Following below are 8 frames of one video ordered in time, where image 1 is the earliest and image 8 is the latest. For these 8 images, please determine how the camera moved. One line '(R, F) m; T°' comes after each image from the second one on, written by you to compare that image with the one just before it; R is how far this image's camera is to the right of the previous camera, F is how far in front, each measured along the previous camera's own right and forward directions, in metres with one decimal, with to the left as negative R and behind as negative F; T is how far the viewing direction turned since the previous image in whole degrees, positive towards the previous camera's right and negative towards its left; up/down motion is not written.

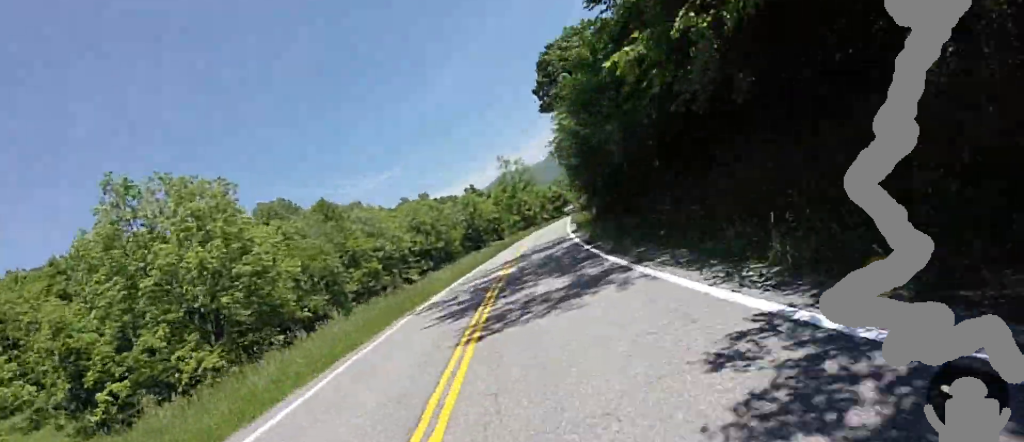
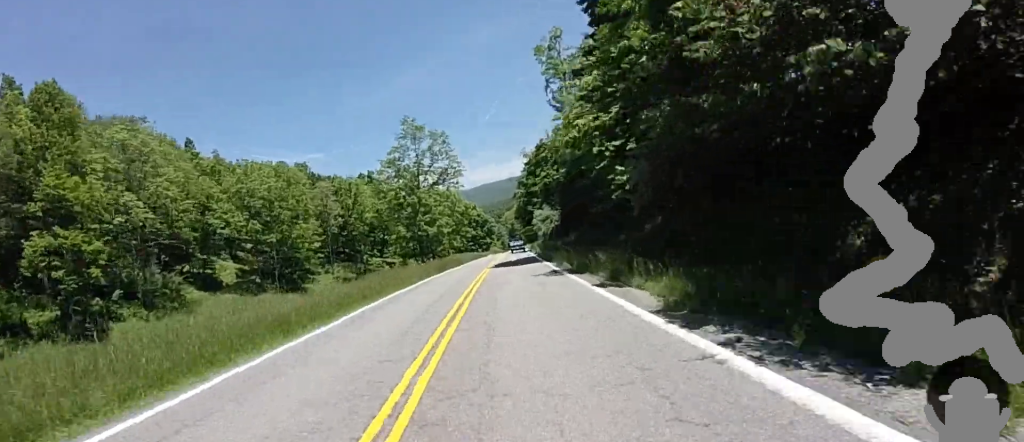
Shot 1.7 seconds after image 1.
(+2.2, +46.1) m; +5°
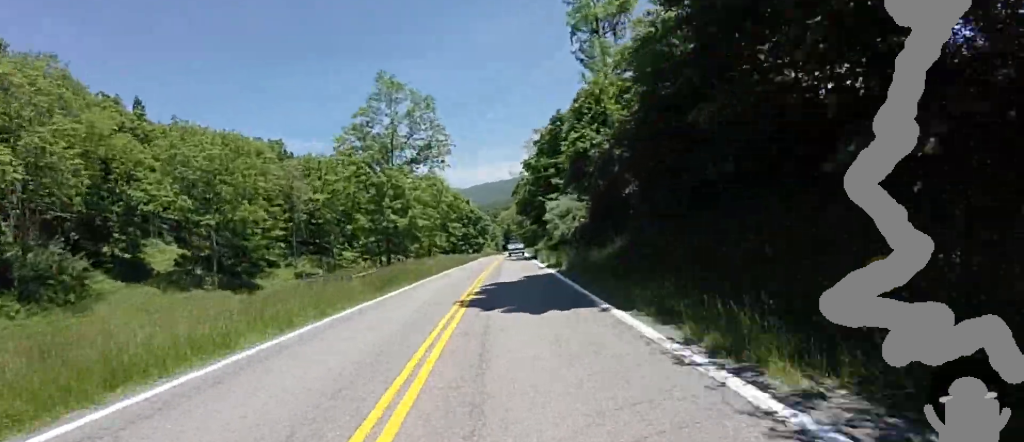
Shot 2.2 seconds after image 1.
(+0.1, +15.0) m; +1°
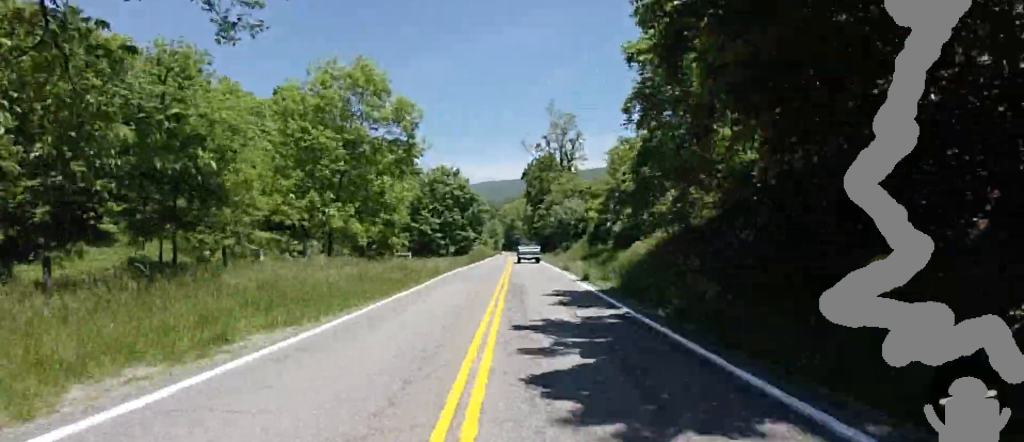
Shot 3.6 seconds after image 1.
(0.0, +39.1) m; -2°
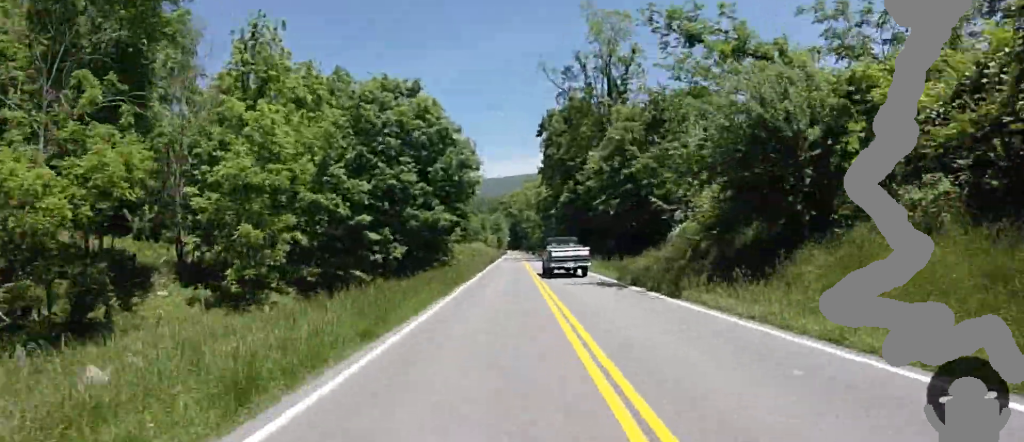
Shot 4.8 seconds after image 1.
(-0.6, +36.5) m; +1°
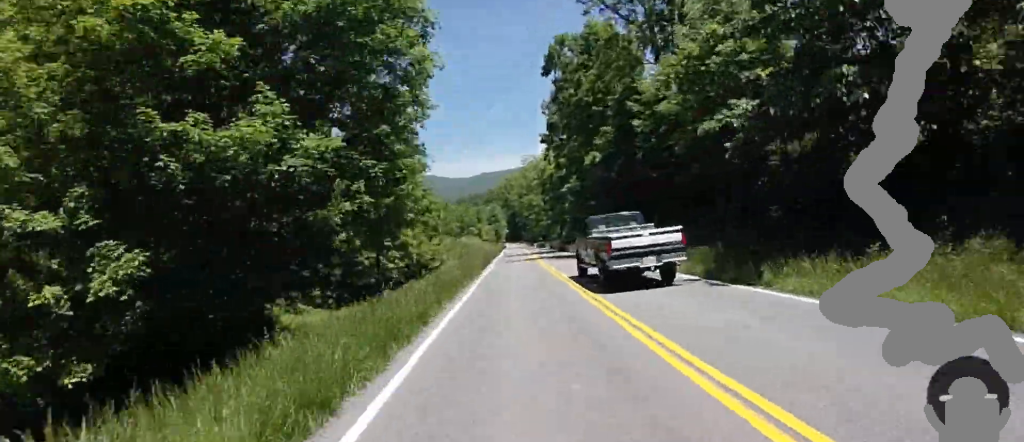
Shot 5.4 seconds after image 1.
(+0.9, +20.5) m; +2°
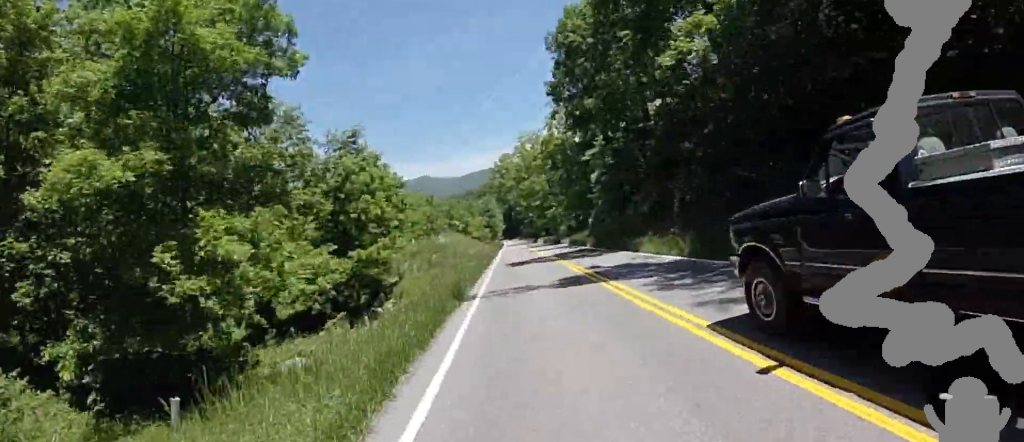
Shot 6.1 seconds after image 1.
(-0.3, +20.3) m; 0°
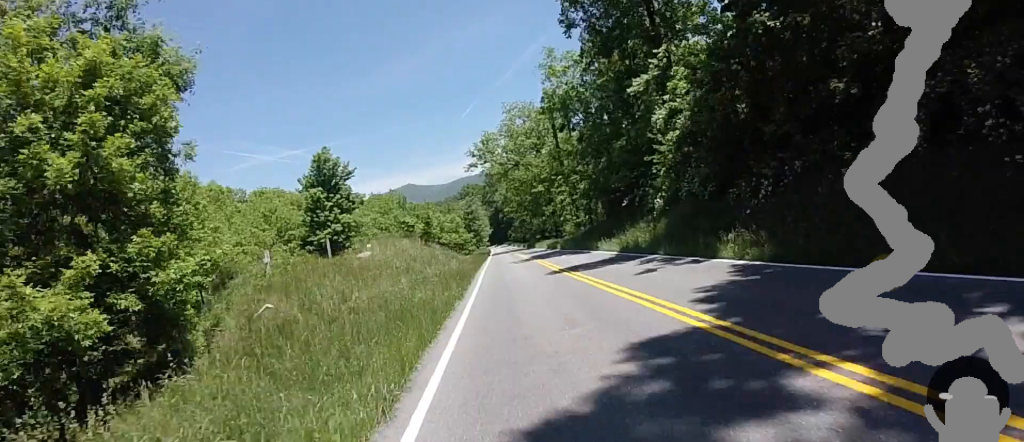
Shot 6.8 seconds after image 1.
(0.0, +20.2) m; 0°
